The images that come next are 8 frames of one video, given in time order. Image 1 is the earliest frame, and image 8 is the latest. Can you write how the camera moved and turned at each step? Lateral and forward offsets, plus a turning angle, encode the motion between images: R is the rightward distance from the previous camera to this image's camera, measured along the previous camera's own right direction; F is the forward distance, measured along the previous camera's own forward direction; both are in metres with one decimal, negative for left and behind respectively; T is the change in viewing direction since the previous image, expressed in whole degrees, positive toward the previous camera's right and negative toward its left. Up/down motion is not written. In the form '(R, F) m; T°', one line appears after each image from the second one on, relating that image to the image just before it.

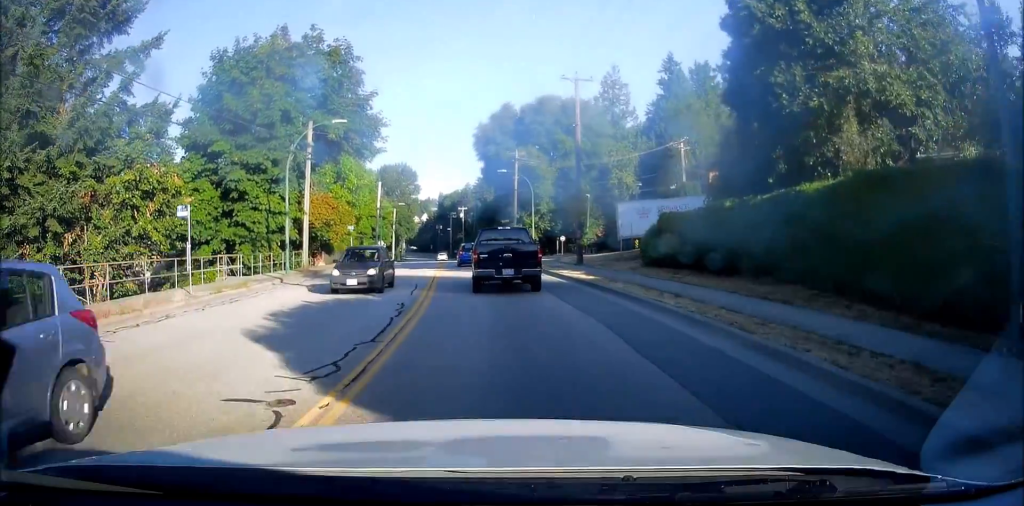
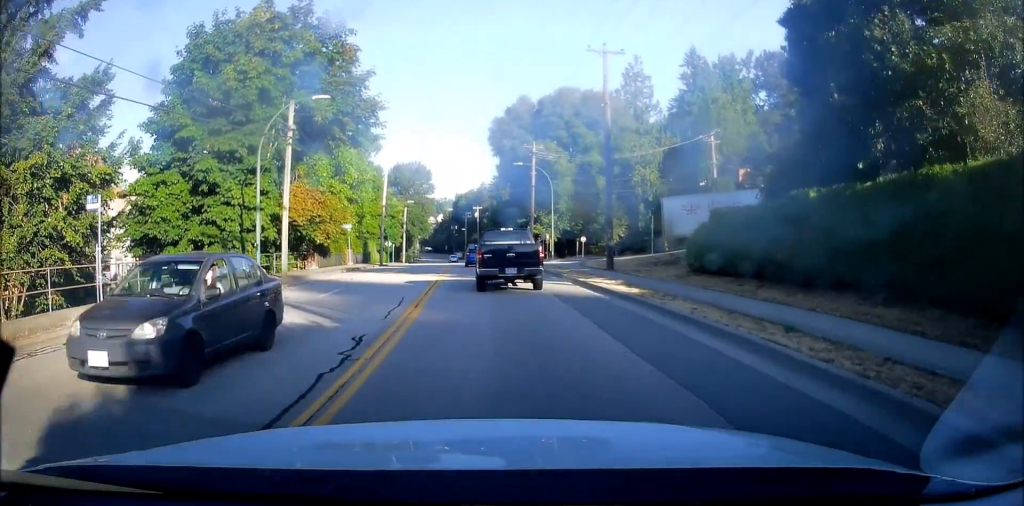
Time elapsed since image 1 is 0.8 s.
(+0.2, +5.5) m; 0°
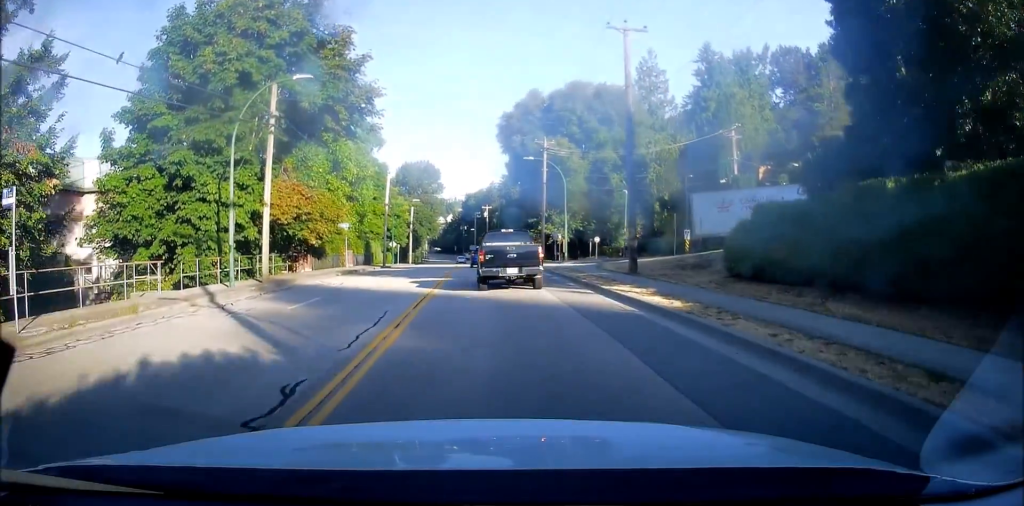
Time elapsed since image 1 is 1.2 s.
(-0.2, +3.5) m; -1°
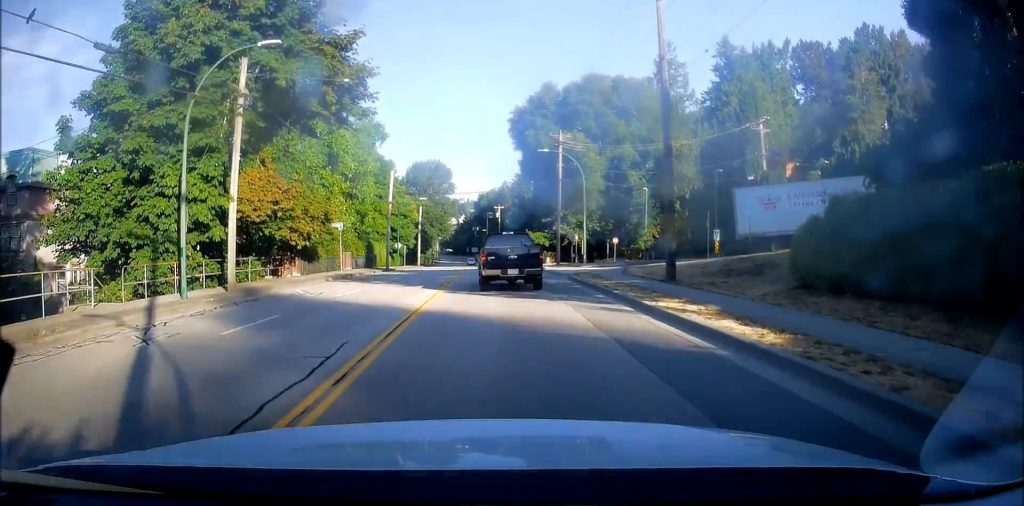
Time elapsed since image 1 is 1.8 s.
(-0.1, +4.3) m; -1°
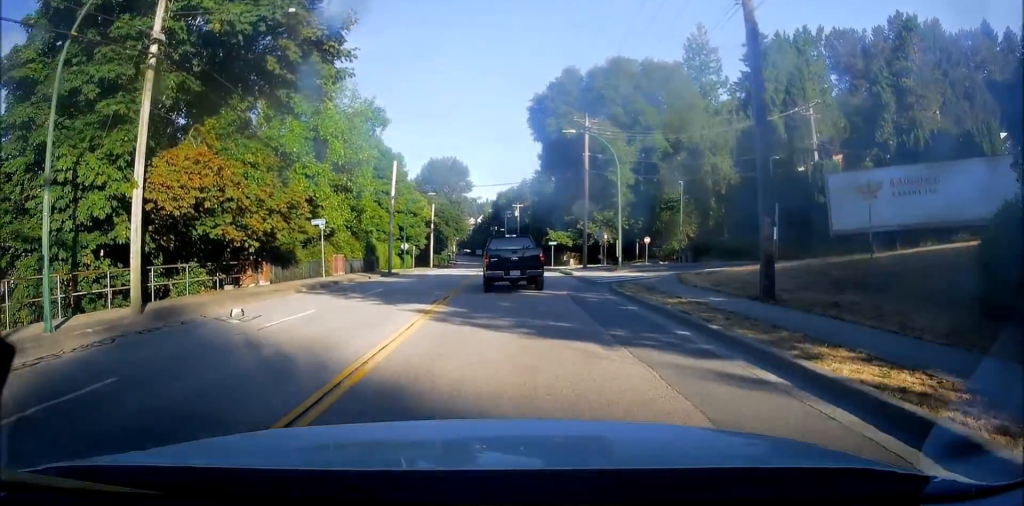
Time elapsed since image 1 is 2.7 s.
(+0.1, +6.8) m; -2°
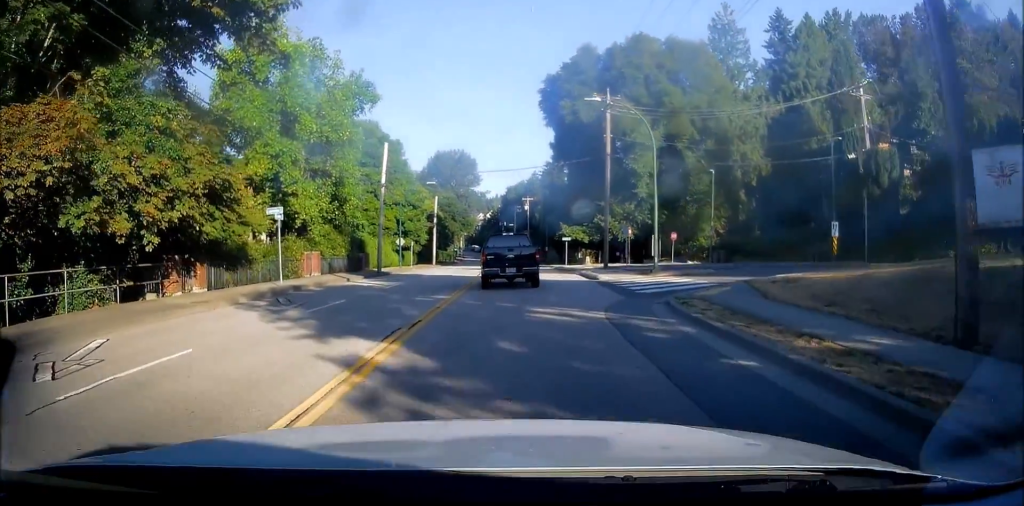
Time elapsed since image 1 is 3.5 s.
(-0.3, +6.8) m; 0°
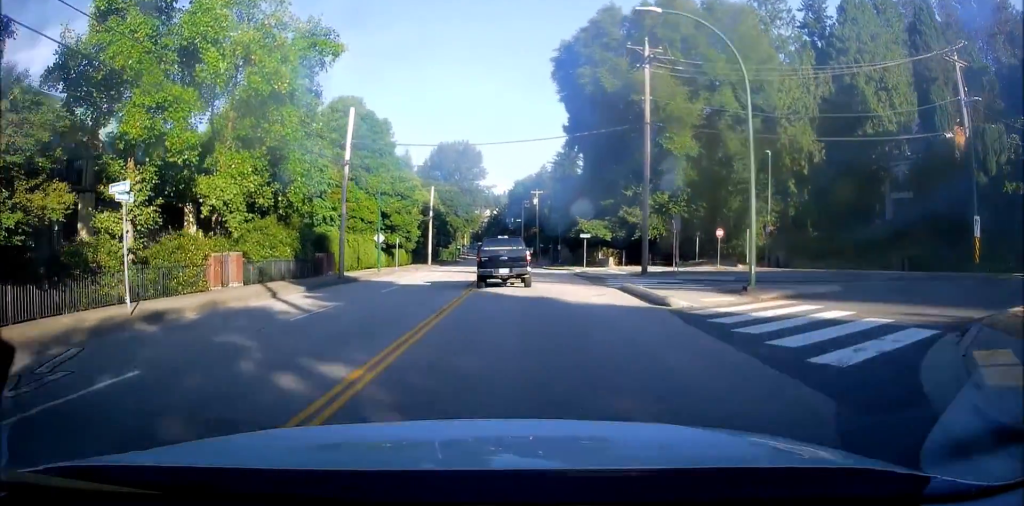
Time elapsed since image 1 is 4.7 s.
(+0.3, +11.0) m; 0°
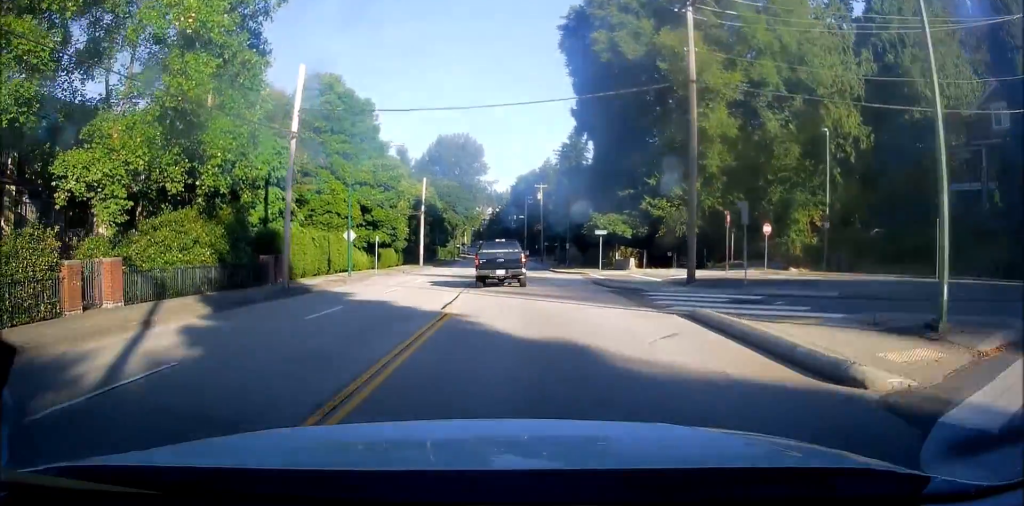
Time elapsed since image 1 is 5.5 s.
(-0.3, +8.3) m; -2°
